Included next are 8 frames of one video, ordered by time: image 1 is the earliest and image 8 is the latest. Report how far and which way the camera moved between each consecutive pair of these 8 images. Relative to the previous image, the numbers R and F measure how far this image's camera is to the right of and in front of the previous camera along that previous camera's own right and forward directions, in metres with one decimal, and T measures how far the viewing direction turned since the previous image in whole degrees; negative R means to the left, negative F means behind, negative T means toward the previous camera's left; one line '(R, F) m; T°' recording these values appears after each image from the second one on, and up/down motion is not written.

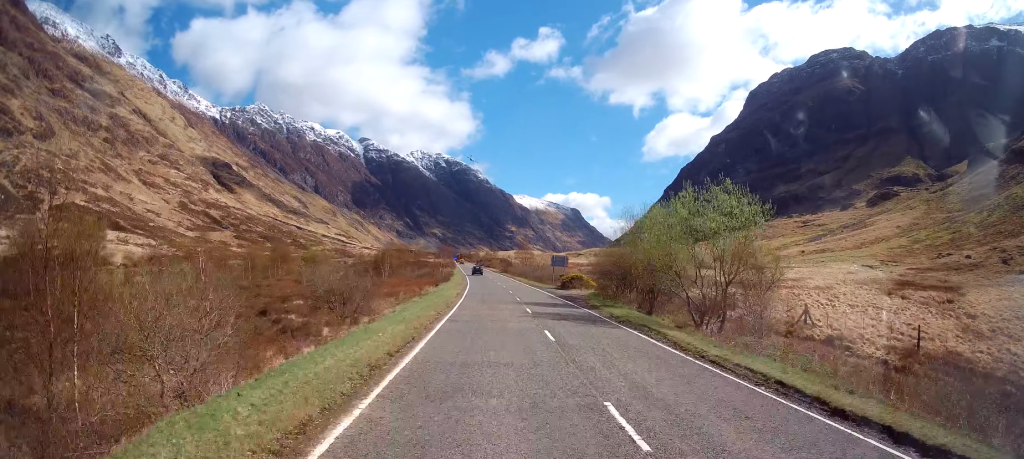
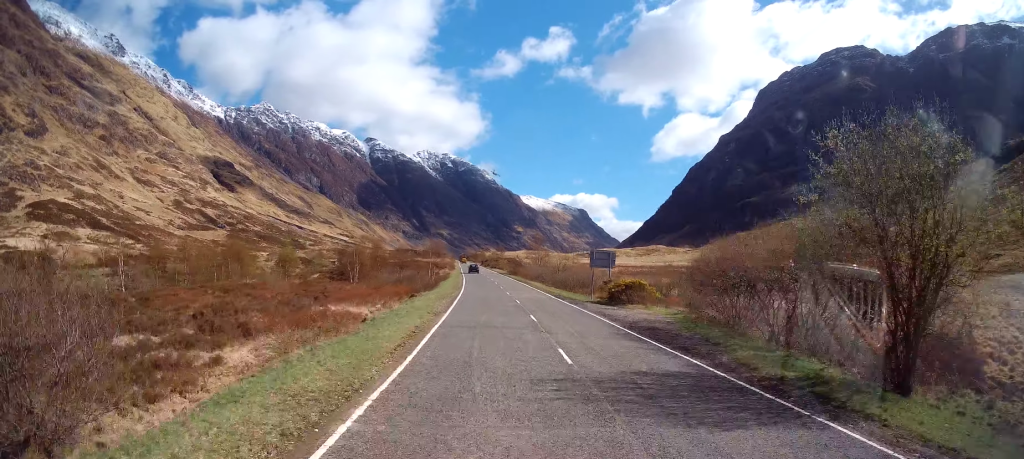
(+0.2, +20.7) m; -2°
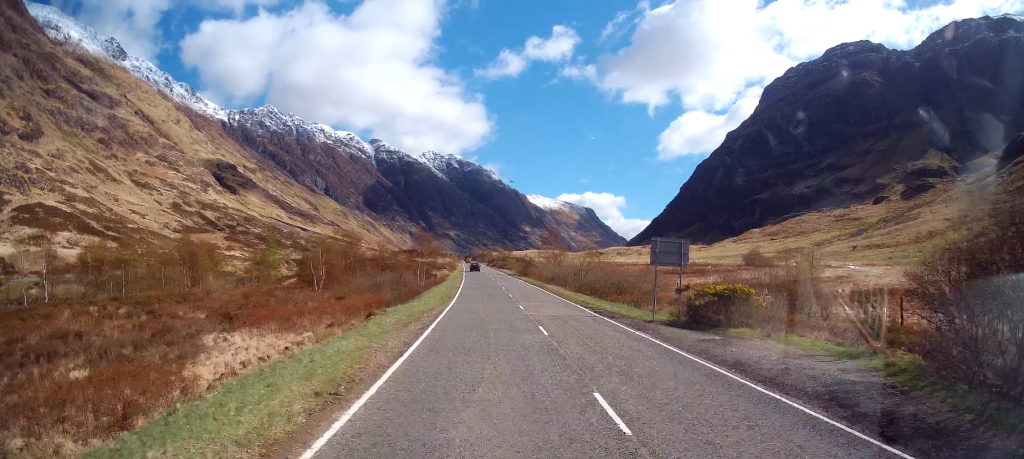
(-0.4, +14.6) m; -2°
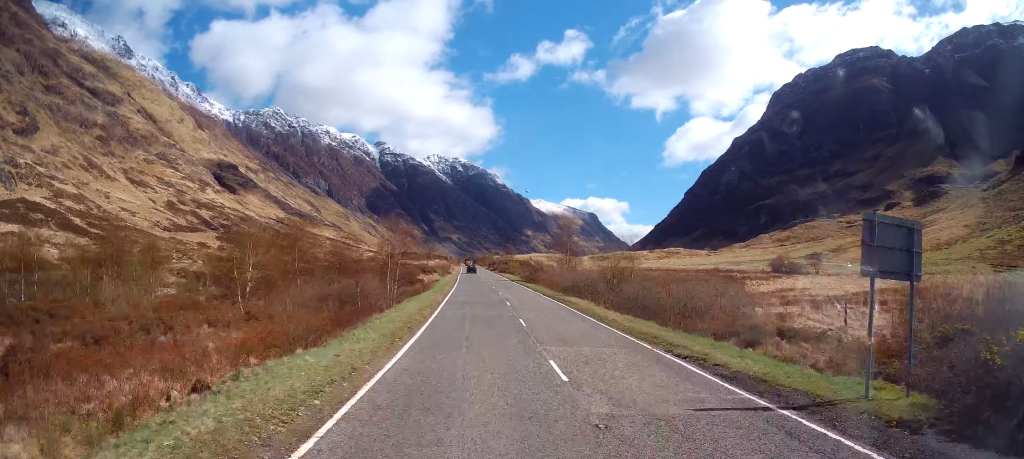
(-0.3, +14.7) m; -1°
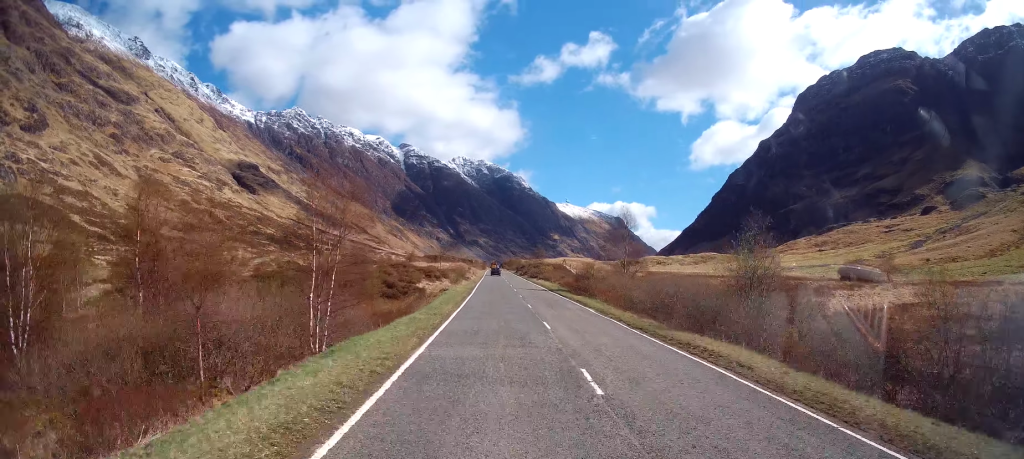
(+0.1, +18.7) m; 0°
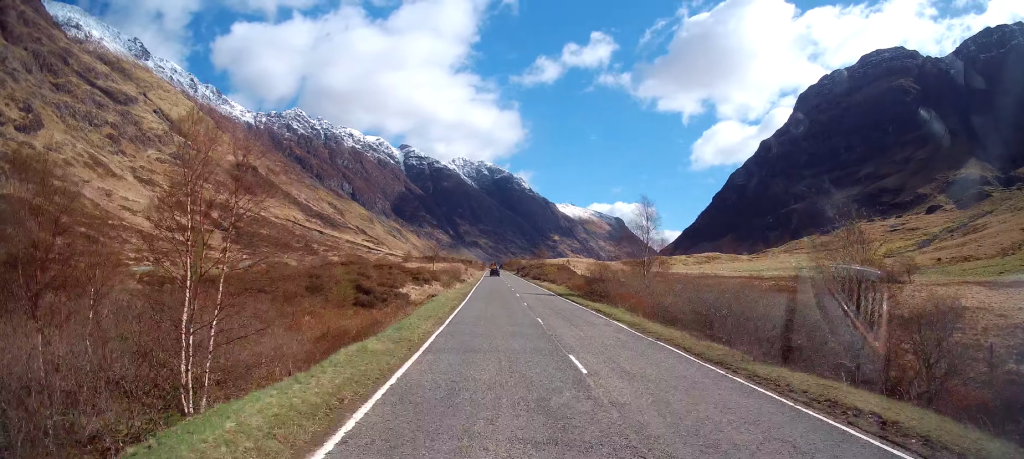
(0.0, +7.4) m; 0°
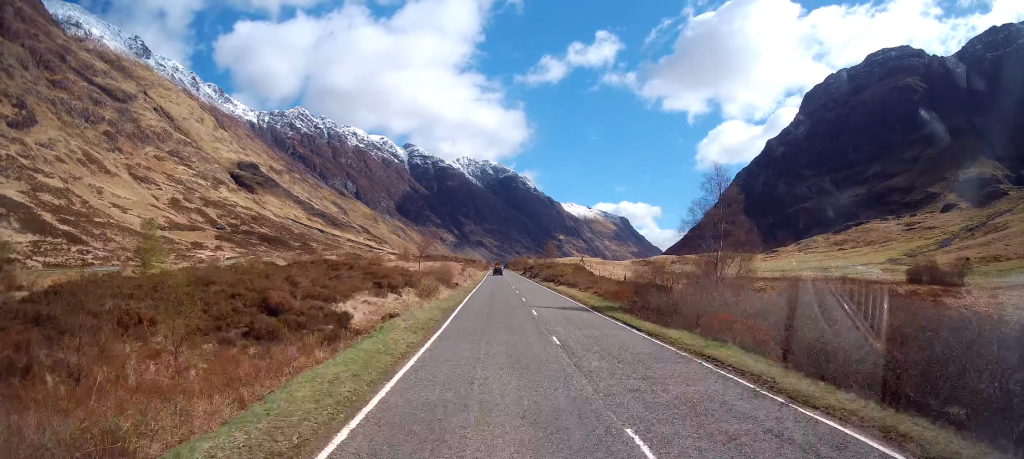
(0.0, +15.2) m; 0°
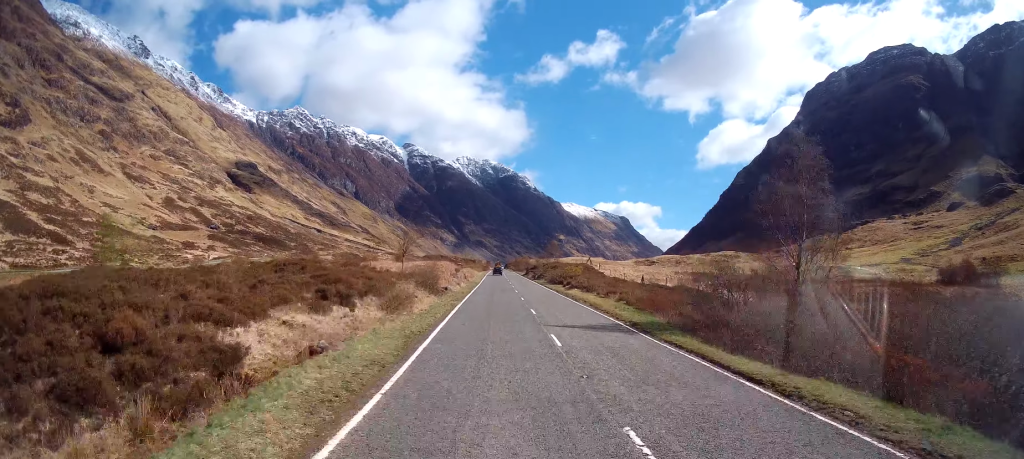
(0.0, +9.0) m; 0°
